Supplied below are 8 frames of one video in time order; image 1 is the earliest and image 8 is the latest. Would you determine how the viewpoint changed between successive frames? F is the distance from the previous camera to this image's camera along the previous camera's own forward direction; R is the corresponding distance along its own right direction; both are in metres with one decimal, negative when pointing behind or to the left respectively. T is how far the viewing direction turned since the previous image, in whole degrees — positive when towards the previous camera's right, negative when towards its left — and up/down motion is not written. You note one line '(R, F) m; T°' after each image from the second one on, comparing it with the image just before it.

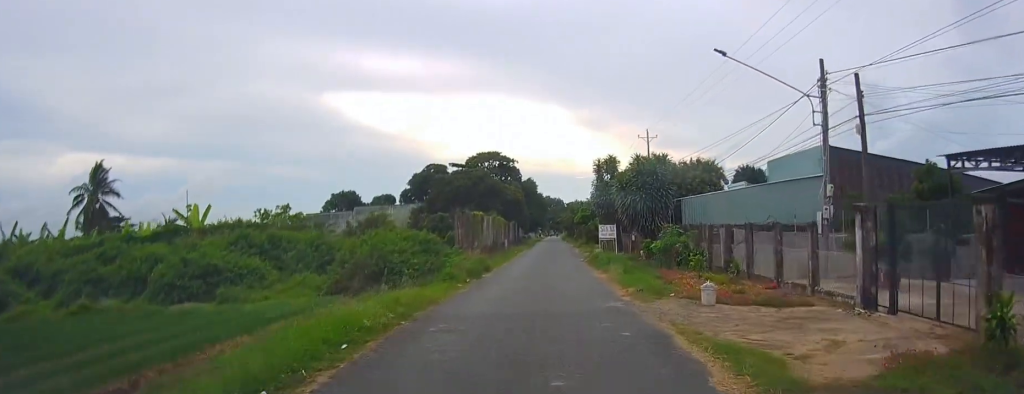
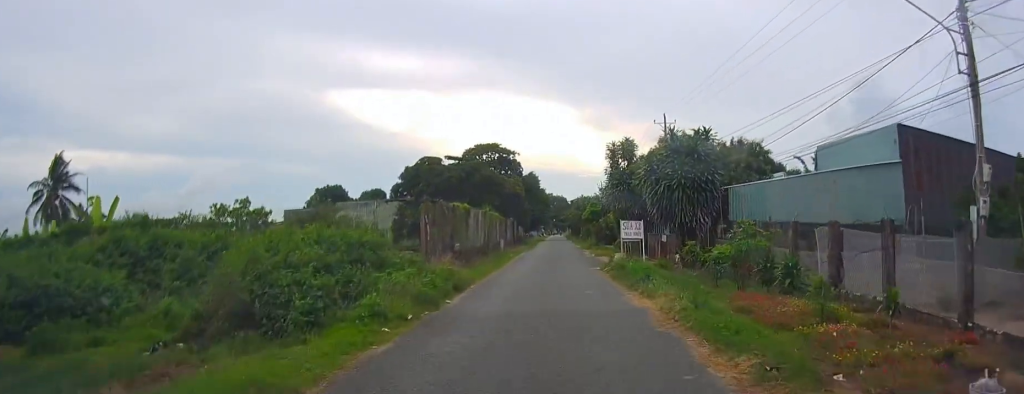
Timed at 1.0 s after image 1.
(-0.3, +8.5) m; +2°
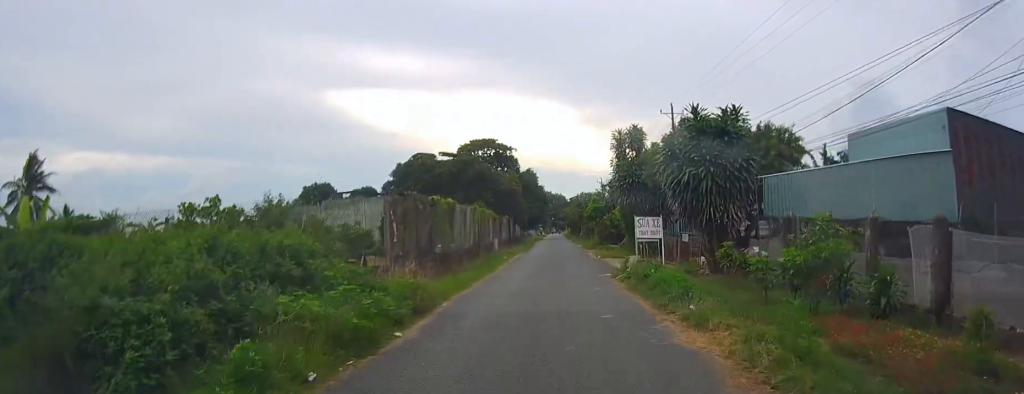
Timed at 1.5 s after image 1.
(+0.3, +4.5) m; +1°
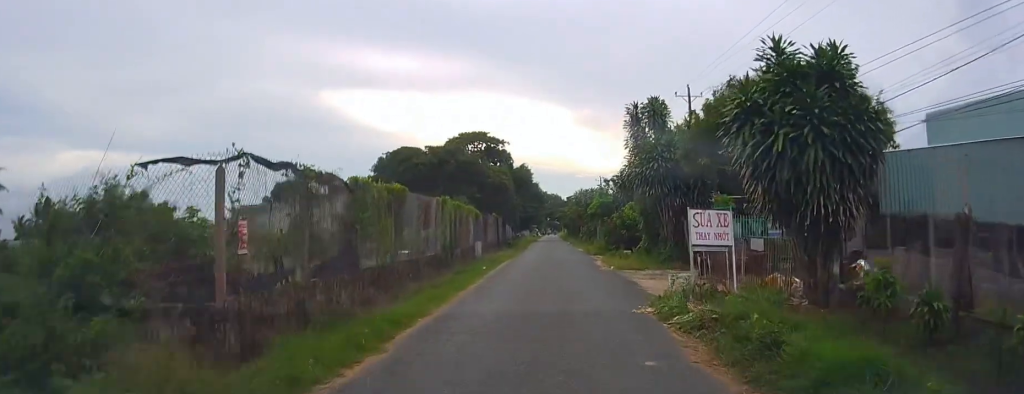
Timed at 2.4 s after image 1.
(+0.1, +8.7) m; +1°
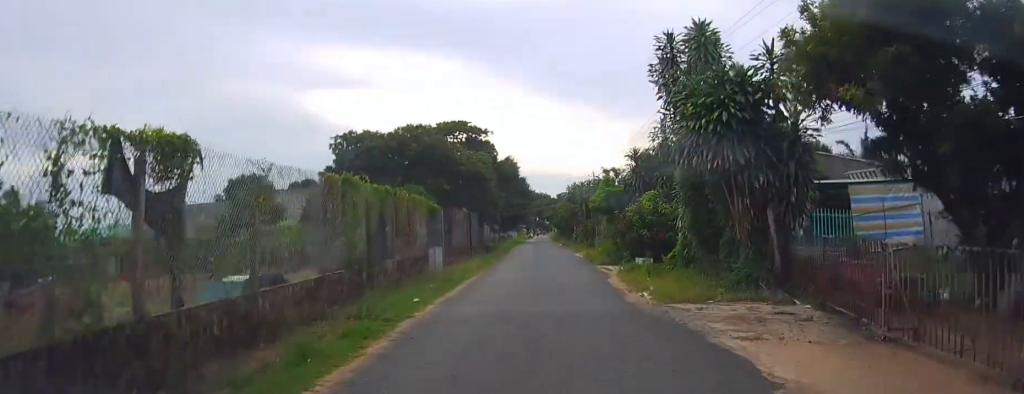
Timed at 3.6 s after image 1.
(+0.2, +11.0) m; 0°
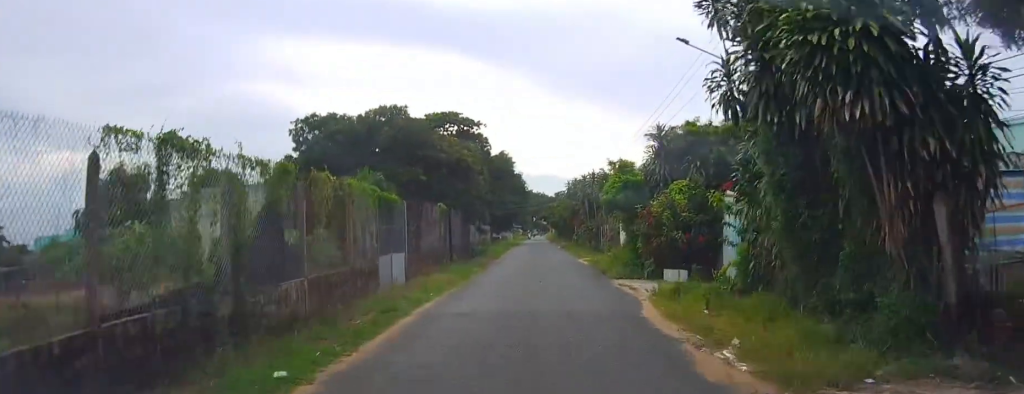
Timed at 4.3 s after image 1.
(0.0, +7.2) m; 0°
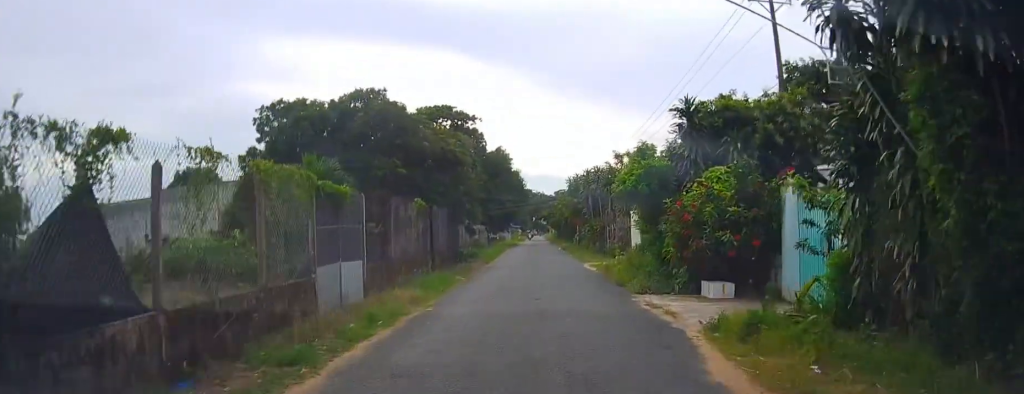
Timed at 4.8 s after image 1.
(-0.3, +4.8) m; 0°
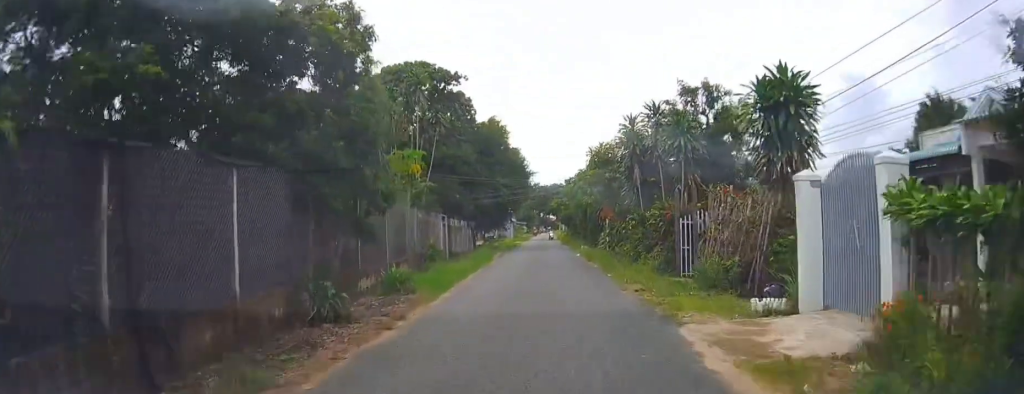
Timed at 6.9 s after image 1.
(0.0, +20.0) m; 0°
